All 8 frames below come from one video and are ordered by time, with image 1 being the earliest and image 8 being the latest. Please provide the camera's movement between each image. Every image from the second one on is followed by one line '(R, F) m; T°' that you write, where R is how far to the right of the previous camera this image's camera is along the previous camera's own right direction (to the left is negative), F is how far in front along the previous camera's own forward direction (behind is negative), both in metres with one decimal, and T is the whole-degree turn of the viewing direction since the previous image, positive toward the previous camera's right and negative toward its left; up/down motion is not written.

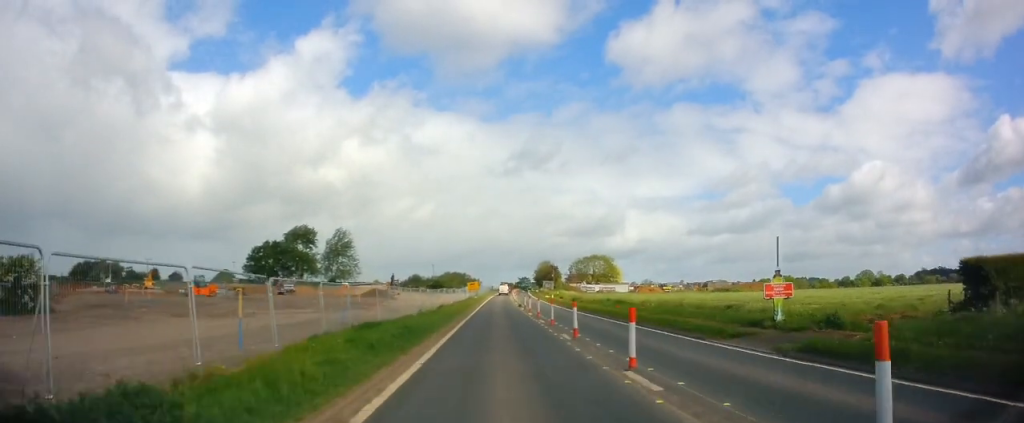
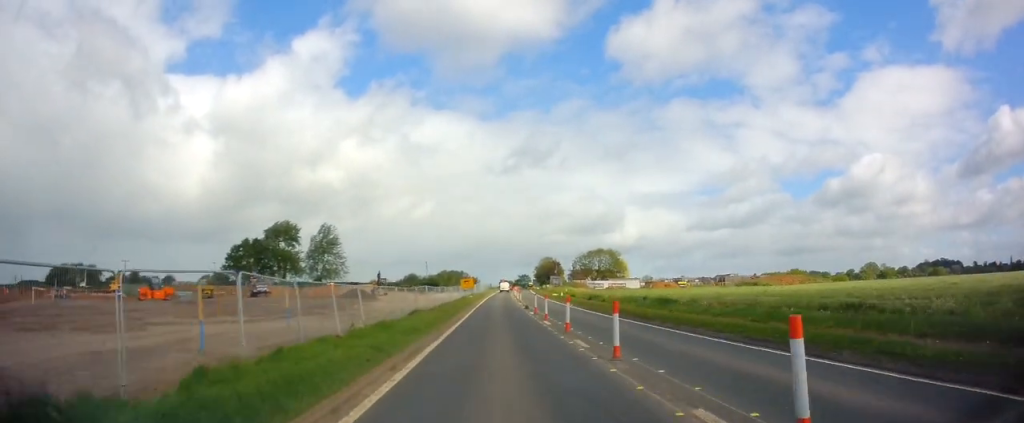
(-0.1, +12.1) m; 0°
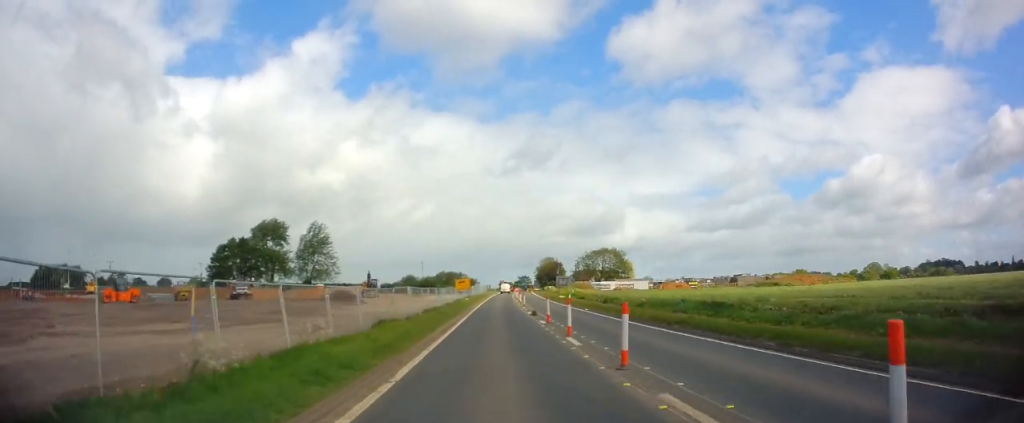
(+0.1, +7.6) m; +1°
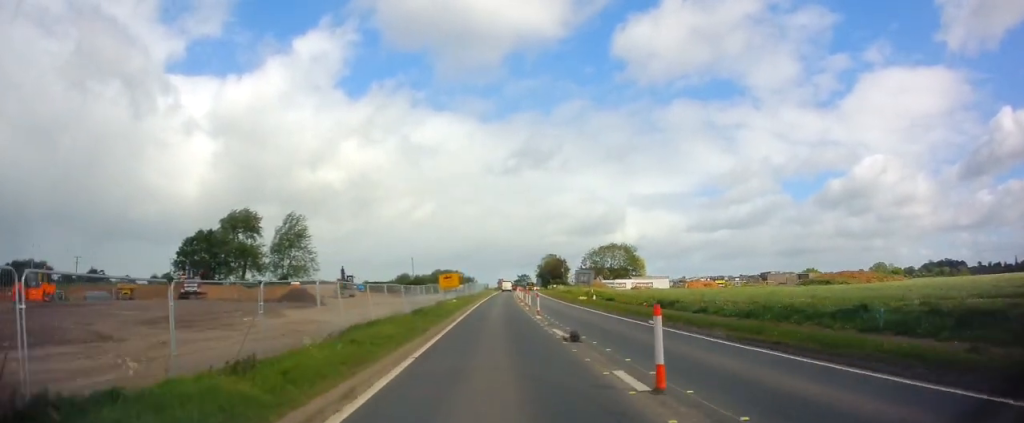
(+0.2, +15.2) m; +1°
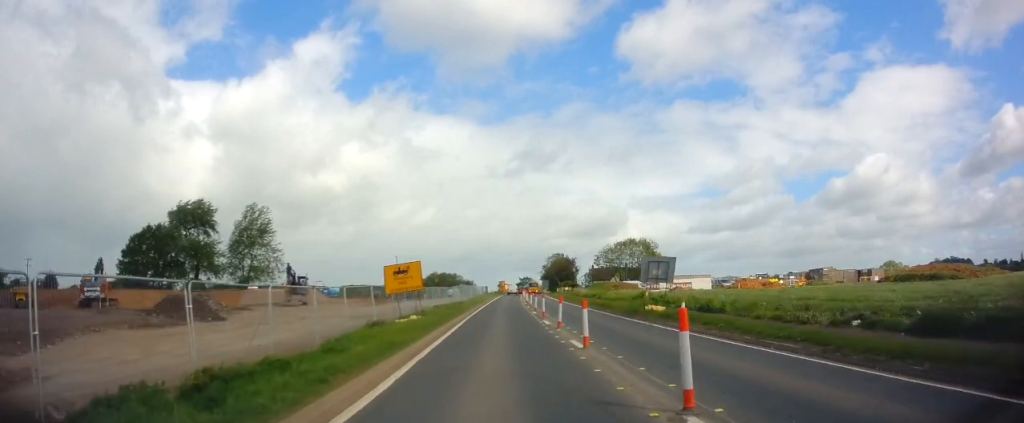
(-0.2, +20.5) m; -1°
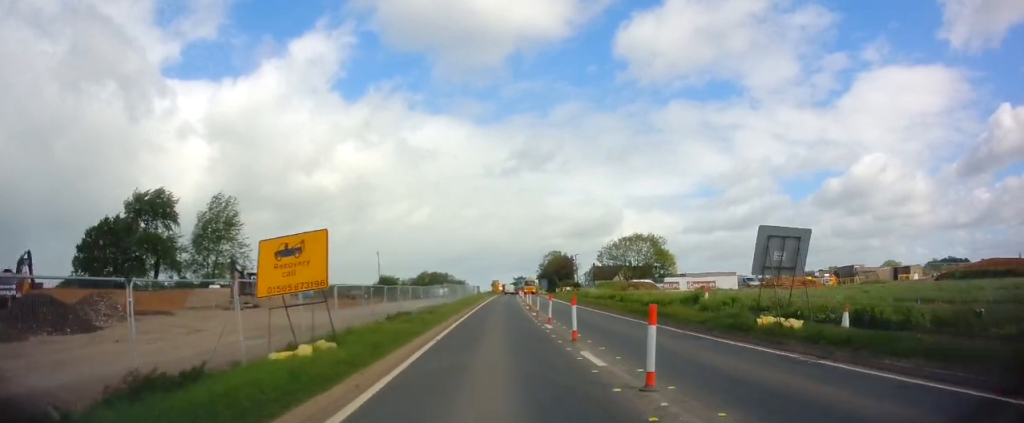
(0.0, +11.6) m; +1°
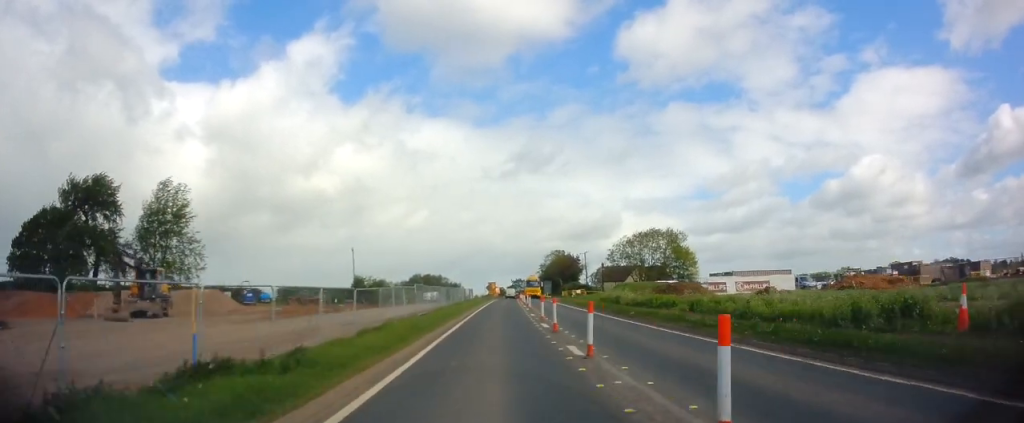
(+0.2, +15.8) m; 0°
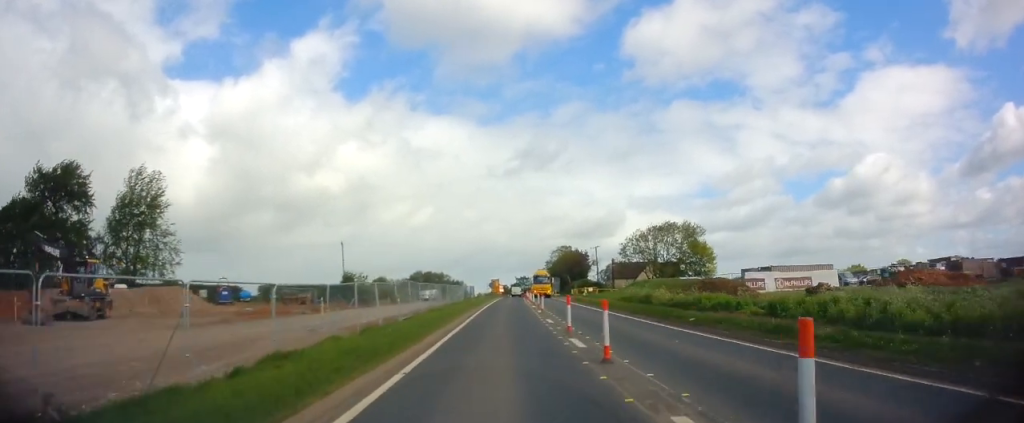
(-0.1, +7.6) m; 0°
